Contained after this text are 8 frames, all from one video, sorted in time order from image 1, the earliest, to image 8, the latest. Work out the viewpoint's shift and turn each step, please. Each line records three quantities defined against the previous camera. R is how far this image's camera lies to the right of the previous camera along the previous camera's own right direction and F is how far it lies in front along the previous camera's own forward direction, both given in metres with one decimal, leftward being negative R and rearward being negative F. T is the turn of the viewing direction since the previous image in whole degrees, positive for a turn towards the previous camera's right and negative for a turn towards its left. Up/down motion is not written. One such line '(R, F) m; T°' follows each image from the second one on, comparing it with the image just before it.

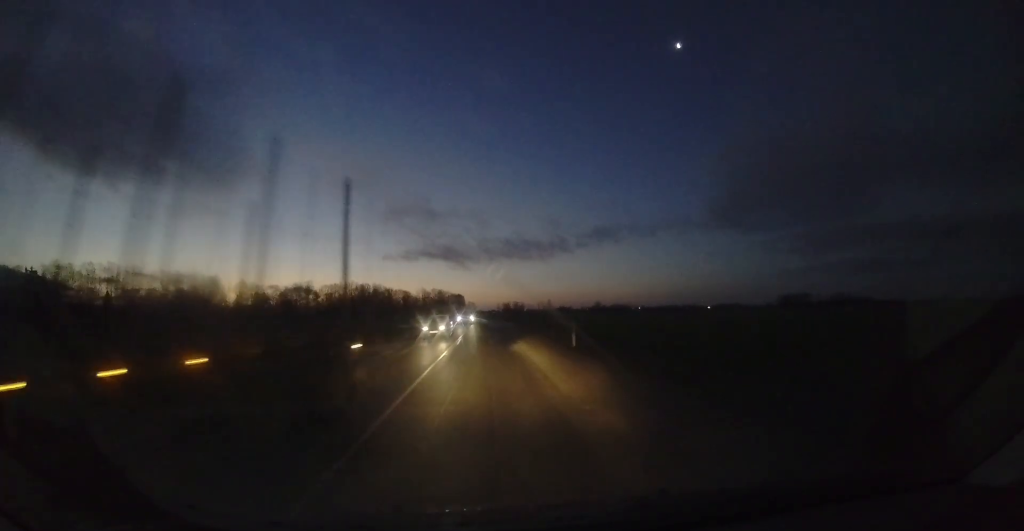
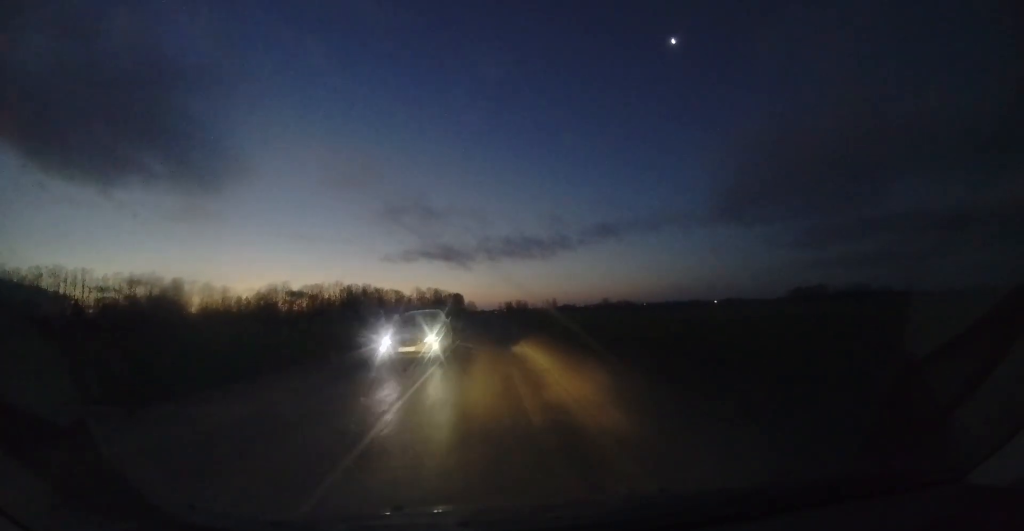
(0.0, +23.0) m; +1°
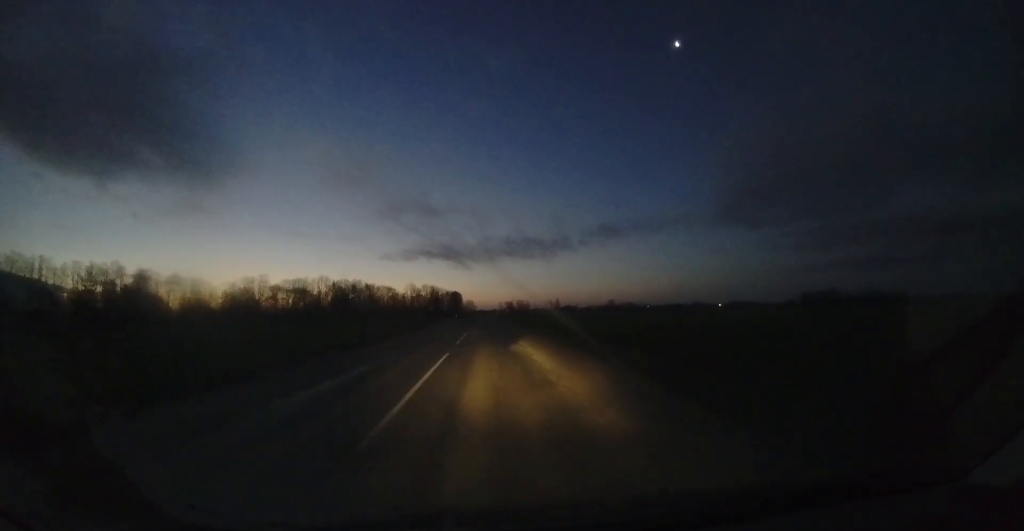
(+0.4, +17.5) m; +1°
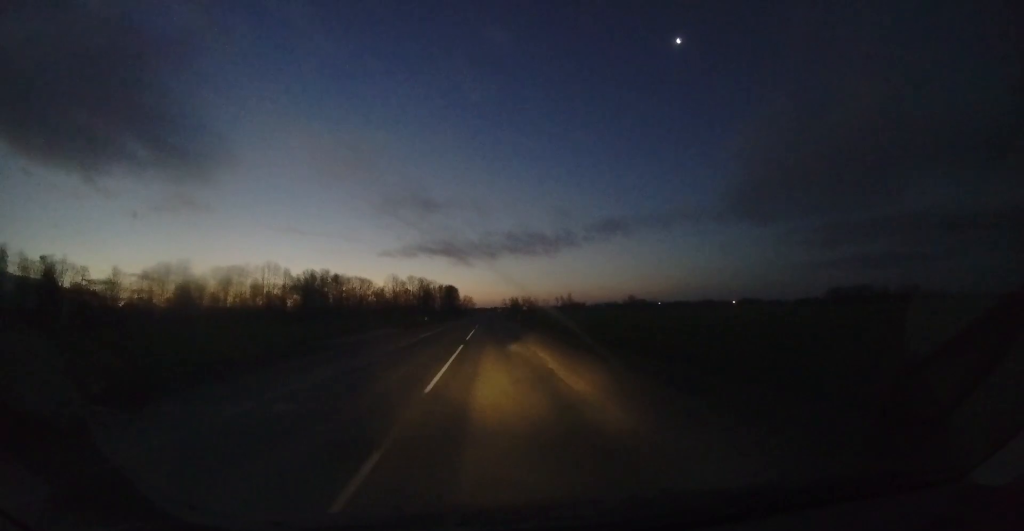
(0.0, +45.2) m; 0°
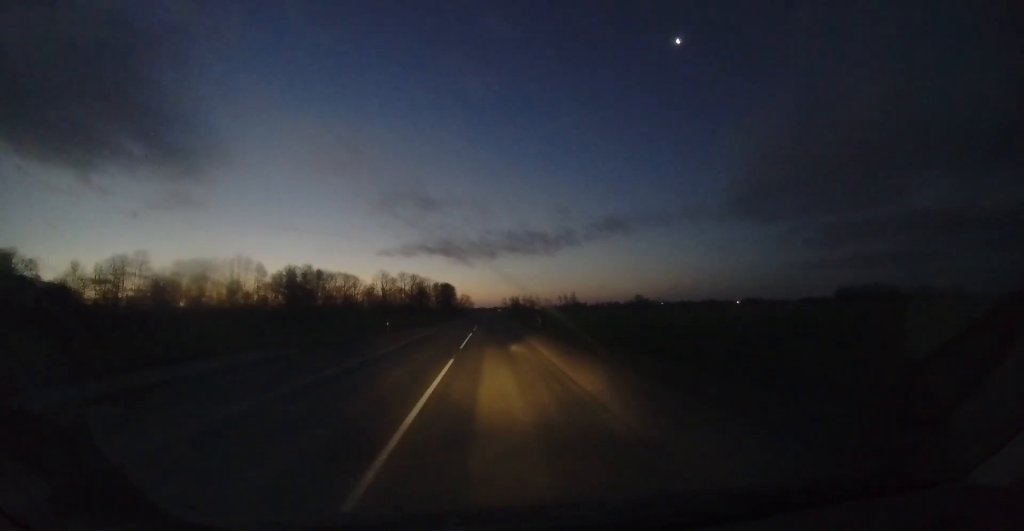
(-0.2, +16.1) m; +1°
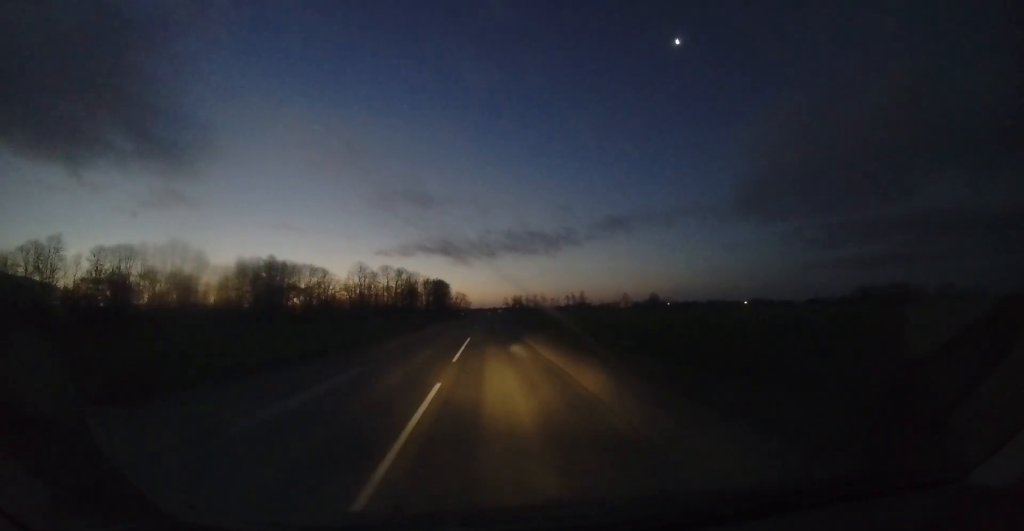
(+0.5, +28.0) m; 0°
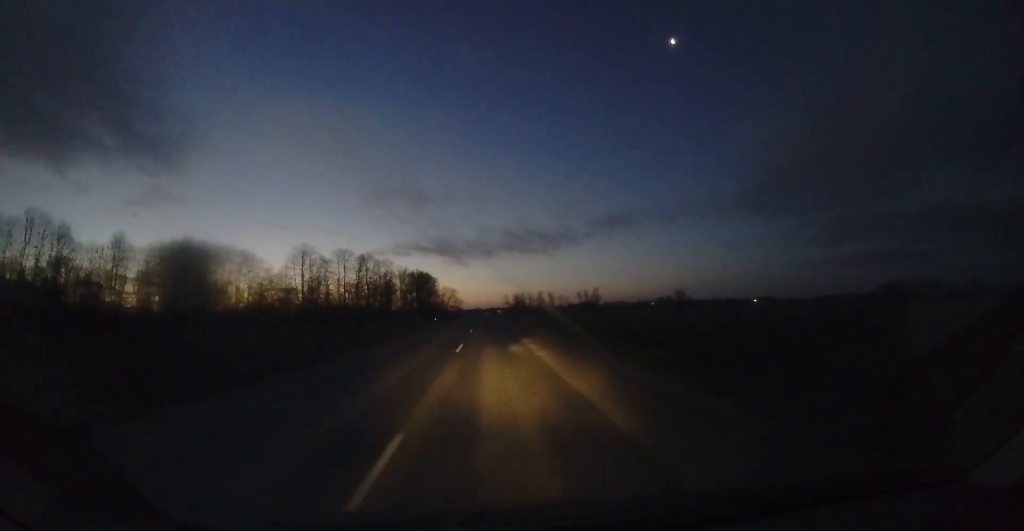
(-0.7, +39.0) m; -1°
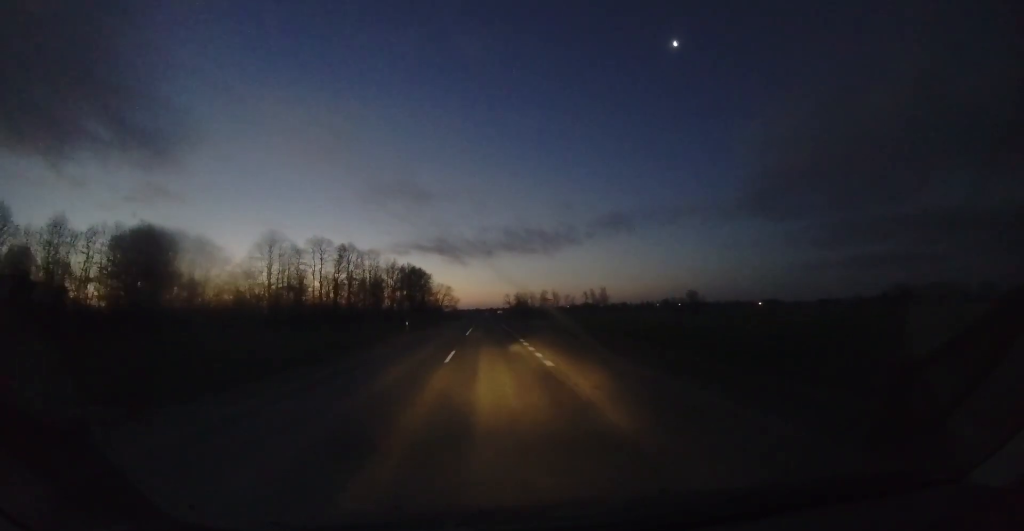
(-0.1, +15.1) m; 0°
